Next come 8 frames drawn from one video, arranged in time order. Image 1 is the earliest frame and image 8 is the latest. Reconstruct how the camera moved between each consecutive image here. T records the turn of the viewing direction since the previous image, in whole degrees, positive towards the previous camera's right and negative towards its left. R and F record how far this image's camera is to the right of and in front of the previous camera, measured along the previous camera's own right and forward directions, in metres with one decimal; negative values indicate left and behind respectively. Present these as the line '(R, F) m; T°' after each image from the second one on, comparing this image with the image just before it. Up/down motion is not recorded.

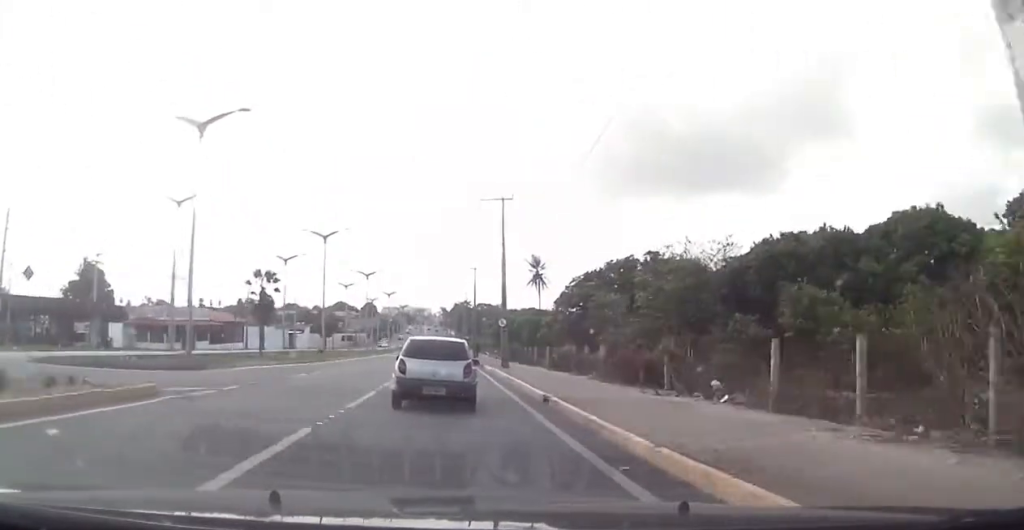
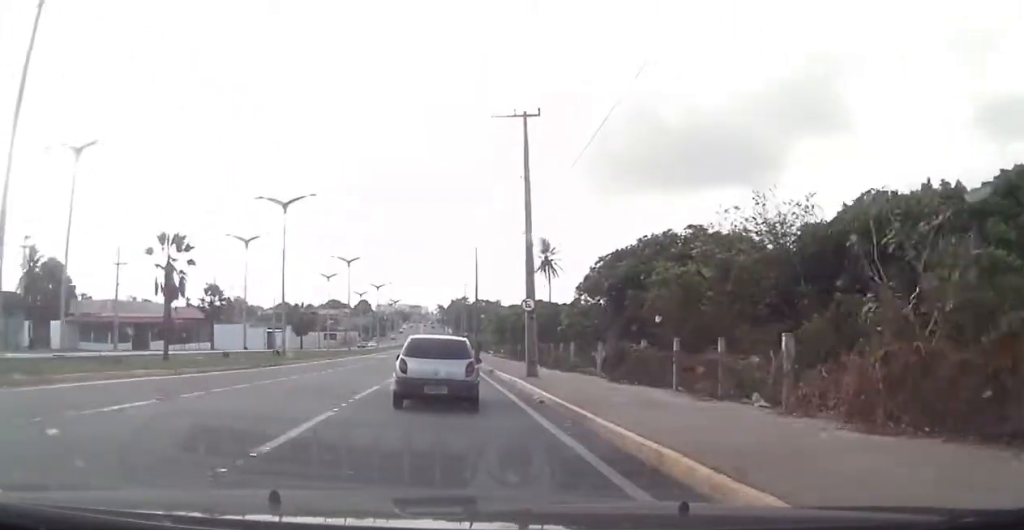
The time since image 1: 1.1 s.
(+0.4, +14.3) m; 0°
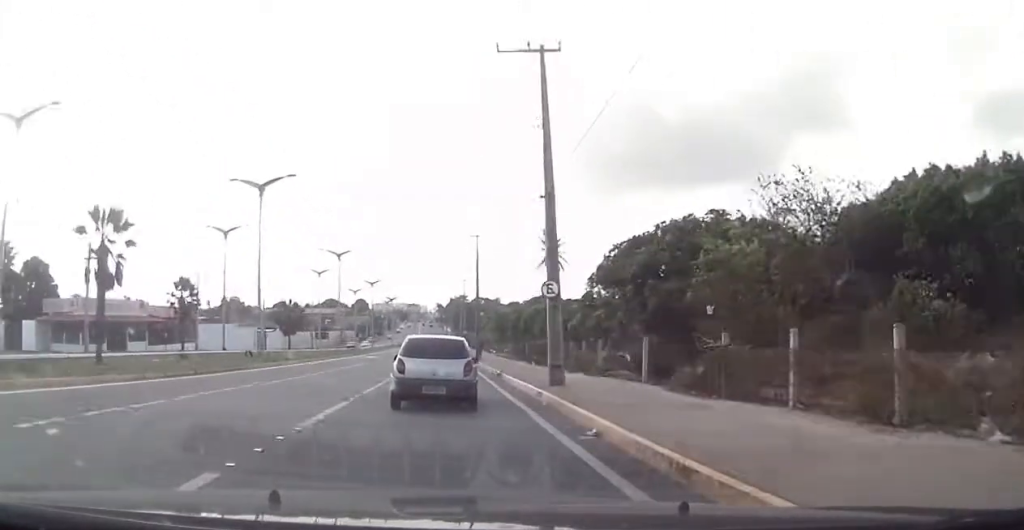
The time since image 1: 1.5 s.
(-0.2, +5.9) m; -1°
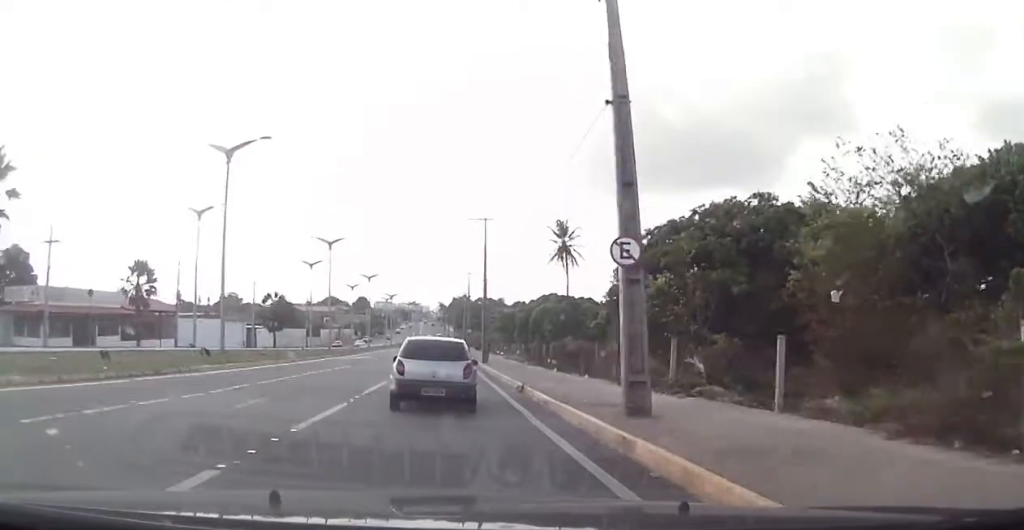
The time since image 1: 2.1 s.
(-0.1, +7.6) m; -1°
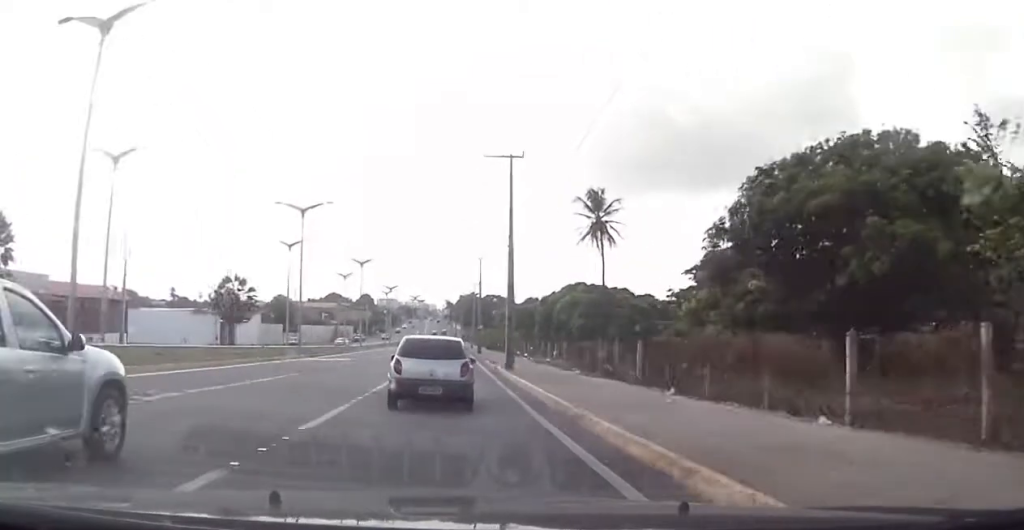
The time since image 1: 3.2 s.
(0.0, +15.8) m; 0°
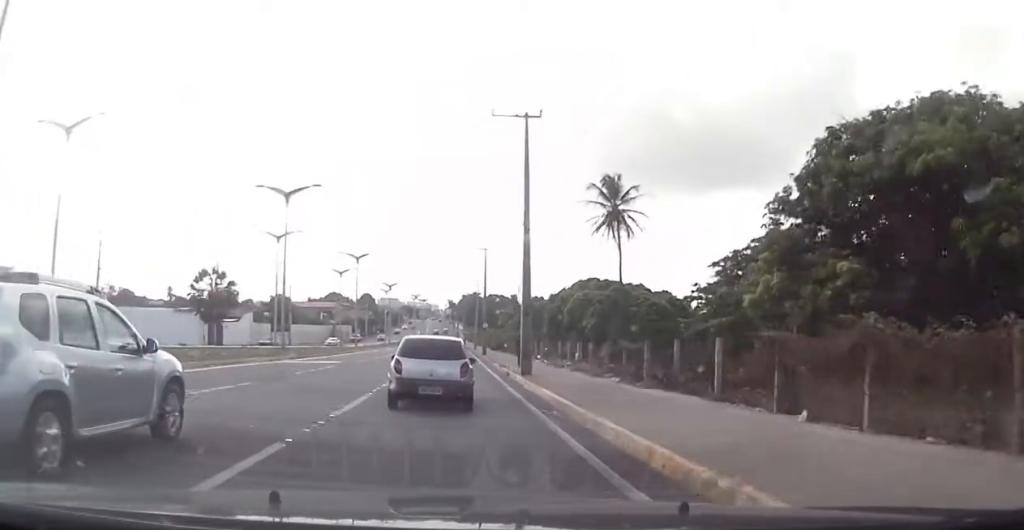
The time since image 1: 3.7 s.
(0.0, +5.9) m; 0°
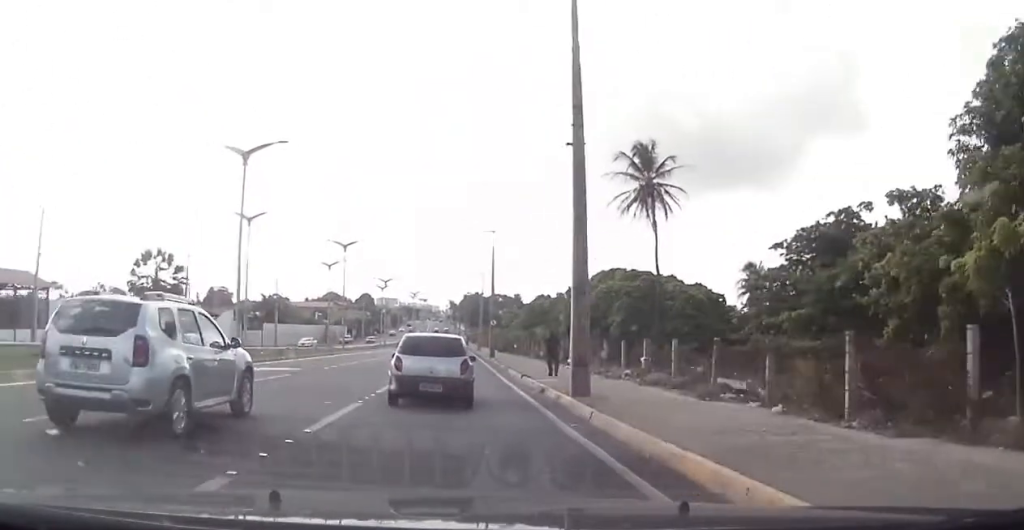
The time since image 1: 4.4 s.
(0.0, +10.5) m; 0°
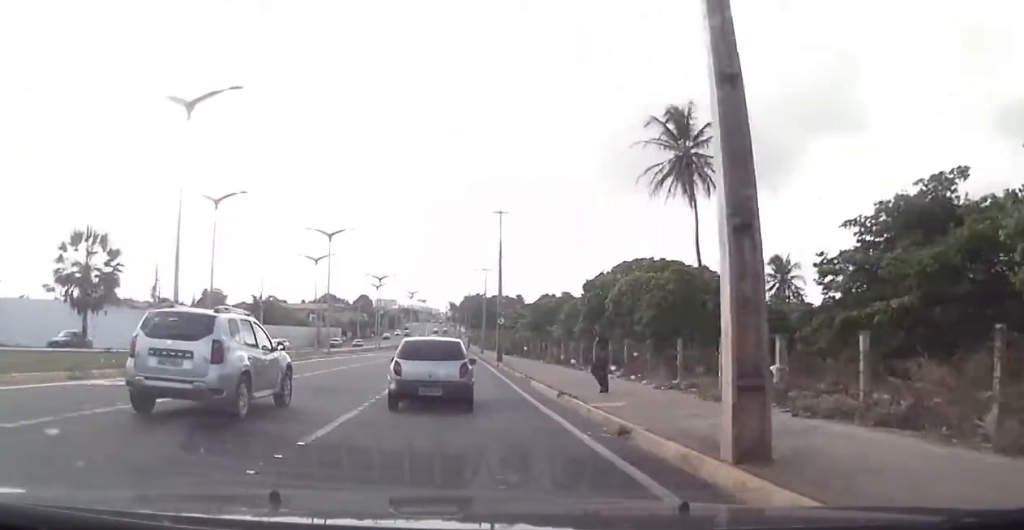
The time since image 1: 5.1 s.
(0.0, +8.6) m; 0°
